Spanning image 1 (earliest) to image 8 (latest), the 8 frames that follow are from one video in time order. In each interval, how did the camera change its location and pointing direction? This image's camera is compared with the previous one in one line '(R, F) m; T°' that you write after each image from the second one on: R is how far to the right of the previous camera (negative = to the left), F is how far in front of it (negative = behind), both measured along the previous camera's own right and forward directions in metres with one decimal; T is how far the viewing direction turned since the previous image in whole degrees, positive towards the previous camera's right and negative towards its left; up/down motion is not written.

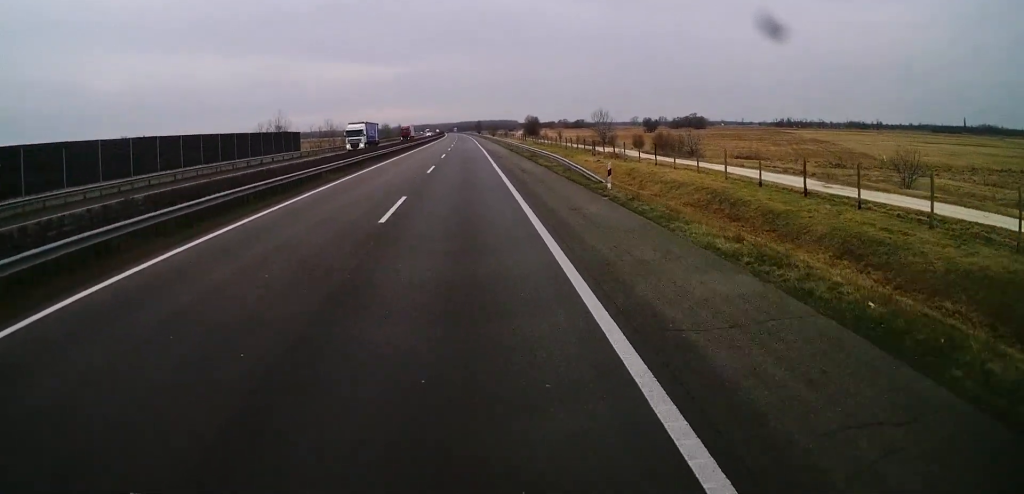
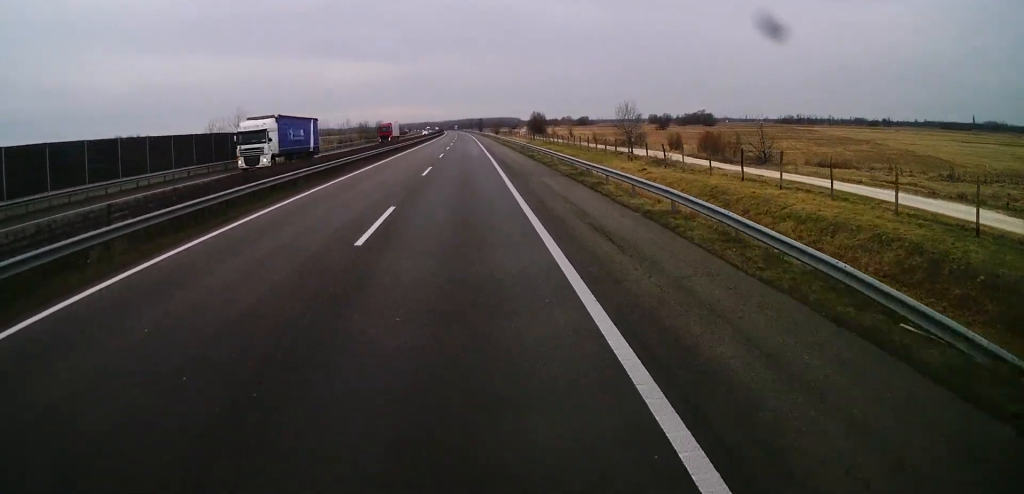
(+0.3, +21.6) m; 0°
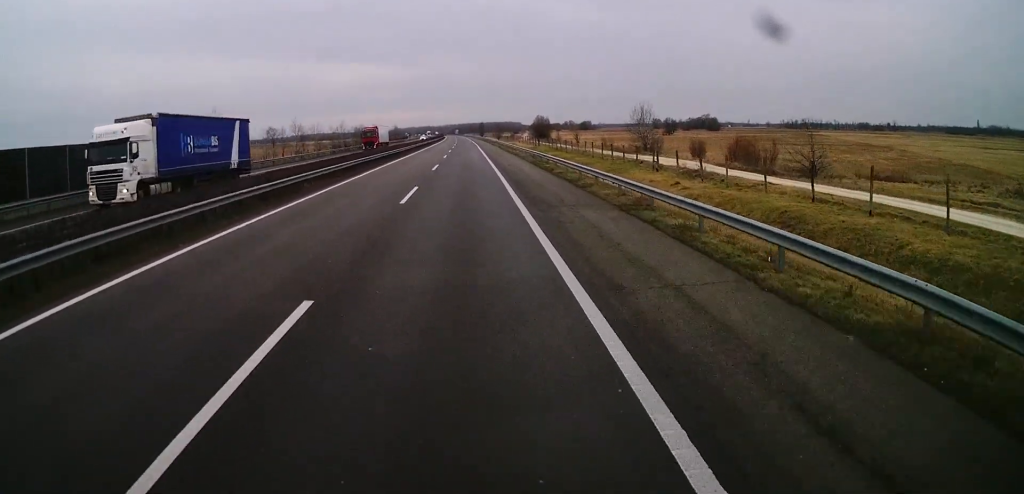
(0.0, +10.0) m; 0°
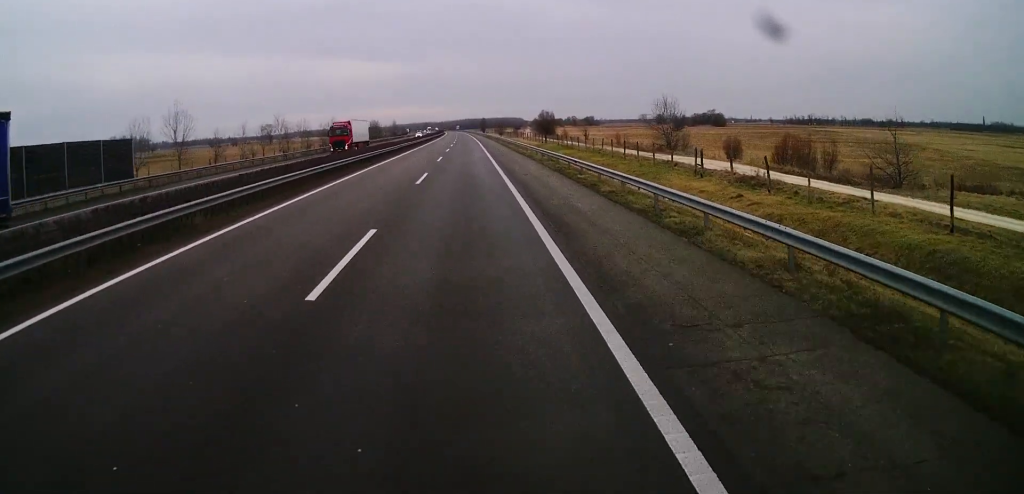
(0.0, +12.3) m; 0°
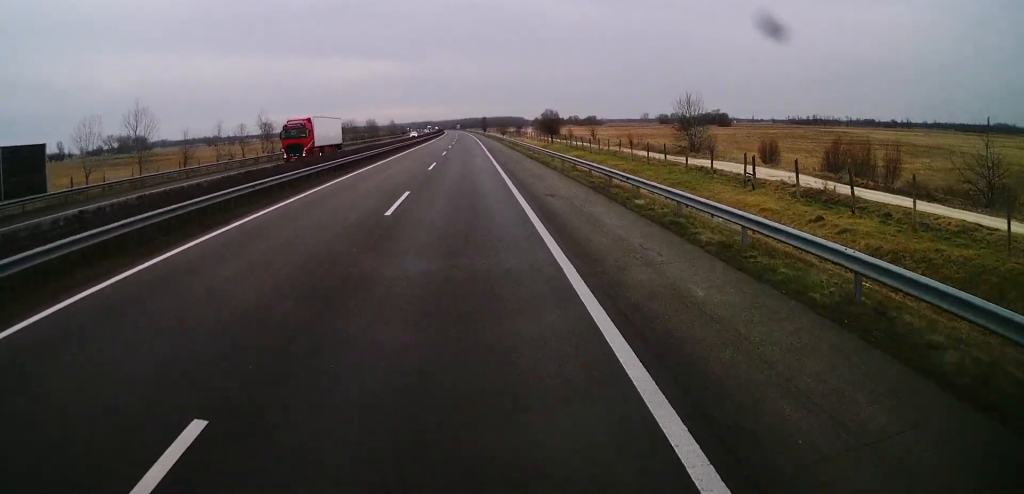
(-0.2, +10.0) m; 0°
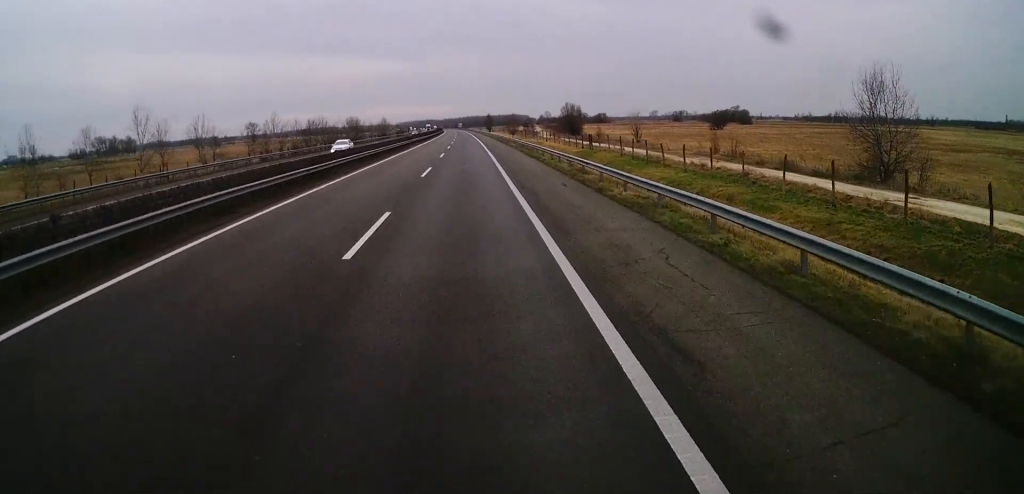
(+0.1, +42.3) m; 0°
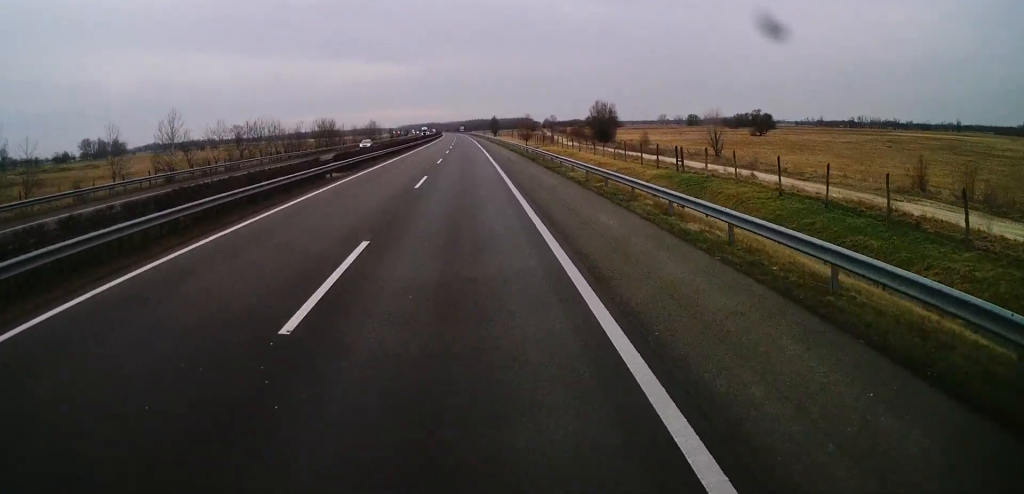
(-0.2, +40.8) m; 0°
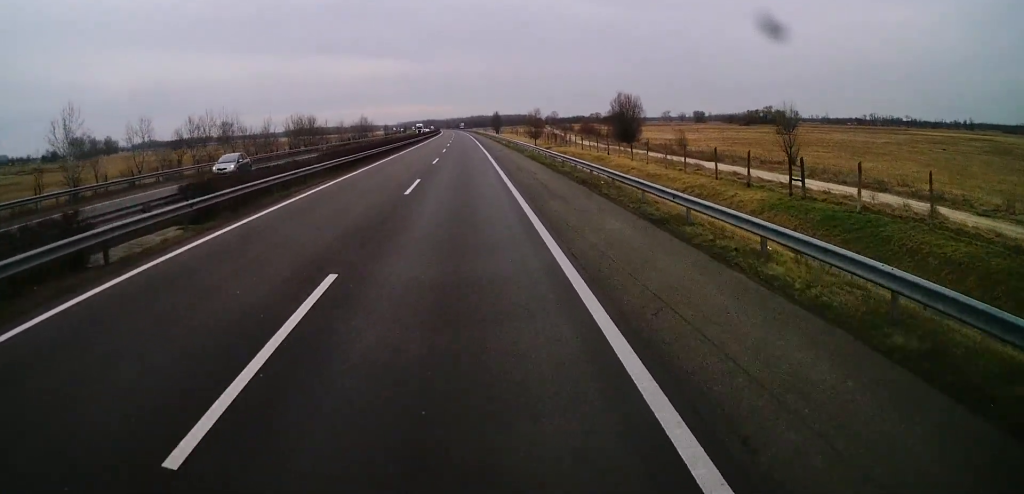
(+0.2, +21.6) m; 0°
